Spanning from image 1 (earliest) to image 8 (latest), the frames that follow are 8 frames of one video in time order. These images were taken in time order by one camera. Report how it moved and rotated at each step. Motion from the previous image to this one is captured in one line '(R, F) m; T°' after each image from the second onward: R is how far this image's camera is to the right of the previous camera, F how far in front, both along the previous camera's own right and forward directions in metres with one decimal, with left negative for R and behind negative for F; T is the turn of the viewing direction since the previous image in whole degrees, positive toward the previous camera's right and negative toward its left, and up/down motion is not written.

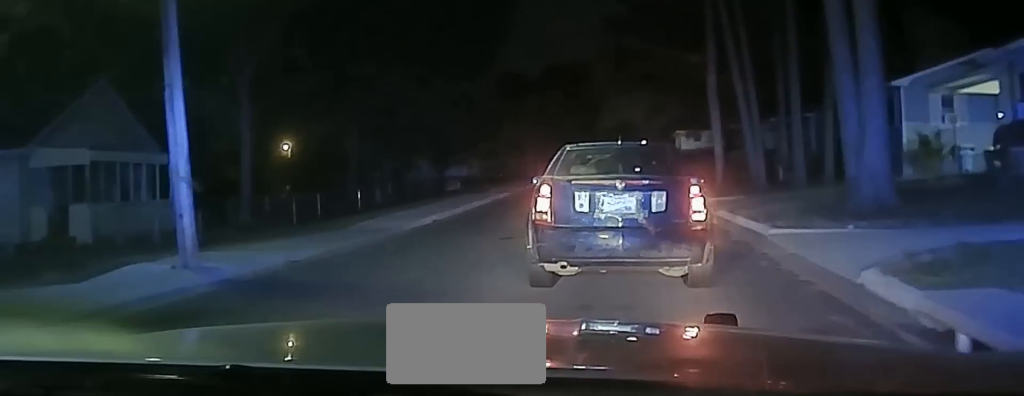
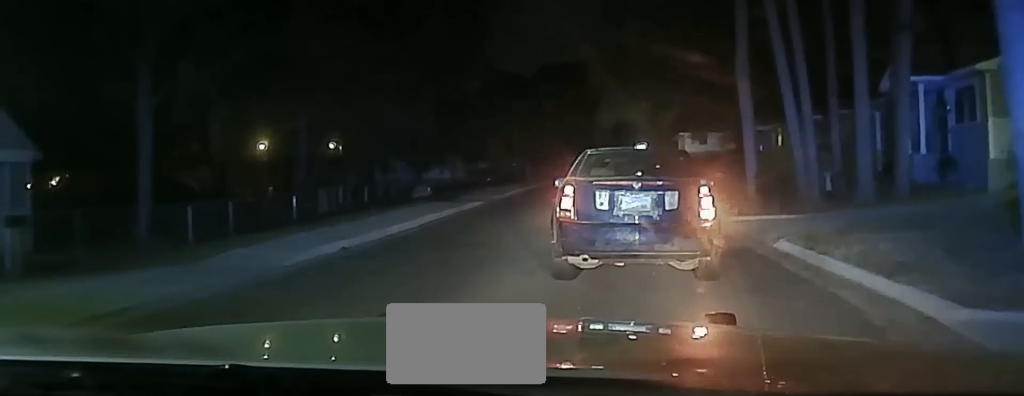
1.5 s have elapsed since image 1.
(-0.1, +8.5) m; +1°
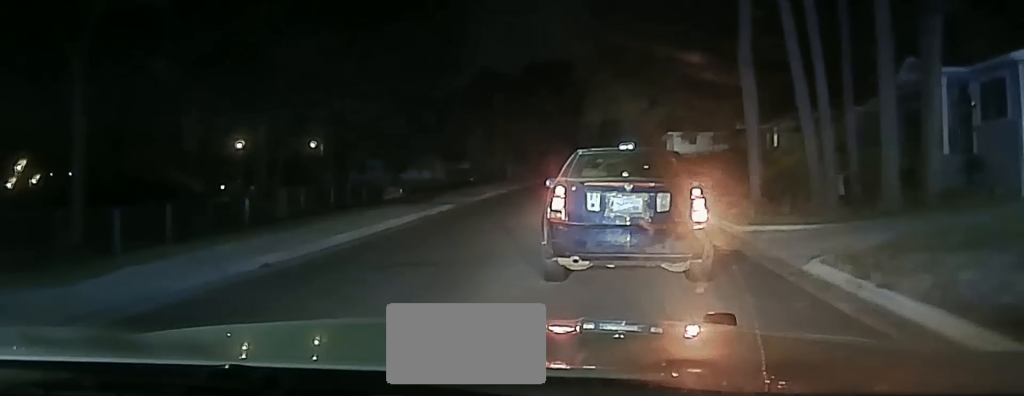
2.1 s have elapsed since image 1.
(+0.1, +3.0) m; 0°
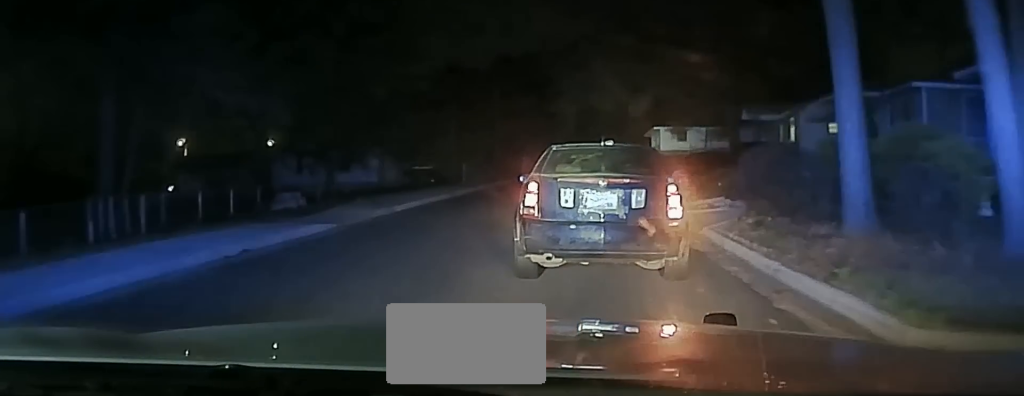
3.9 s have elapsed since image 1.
(-0.1, +9.6) m; 0°
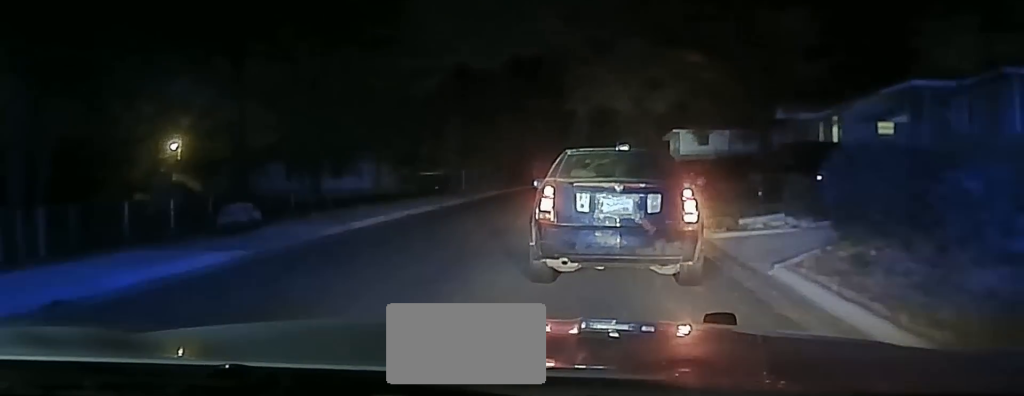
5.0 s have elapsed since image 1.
(0.0, +4.9) m; 0°
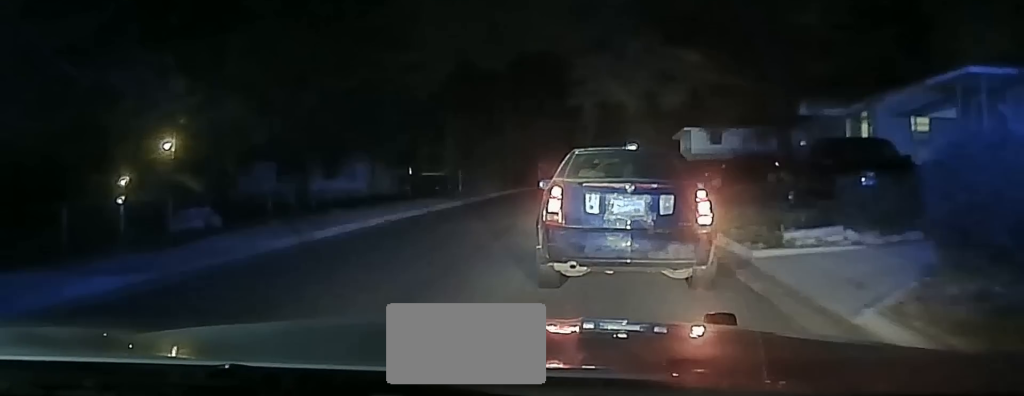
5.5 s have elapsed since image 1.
(0.0, +2.6) m; 0°
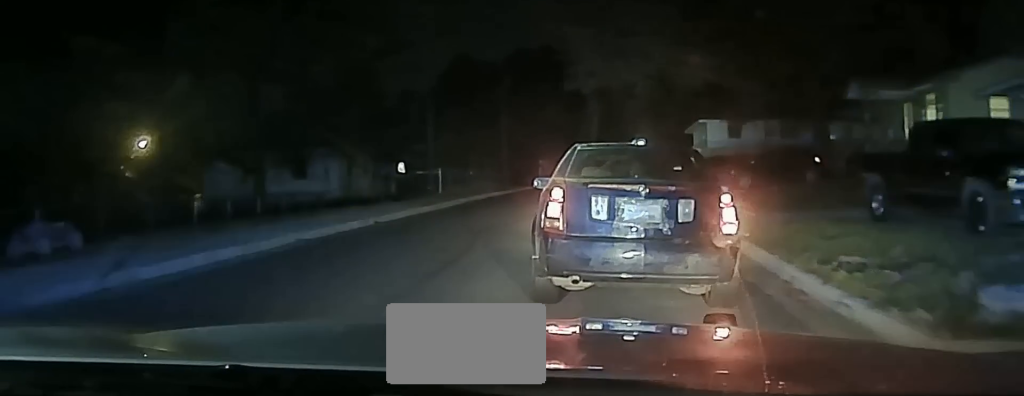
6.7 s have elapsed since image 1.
(0.0, +6.4) m; 0°
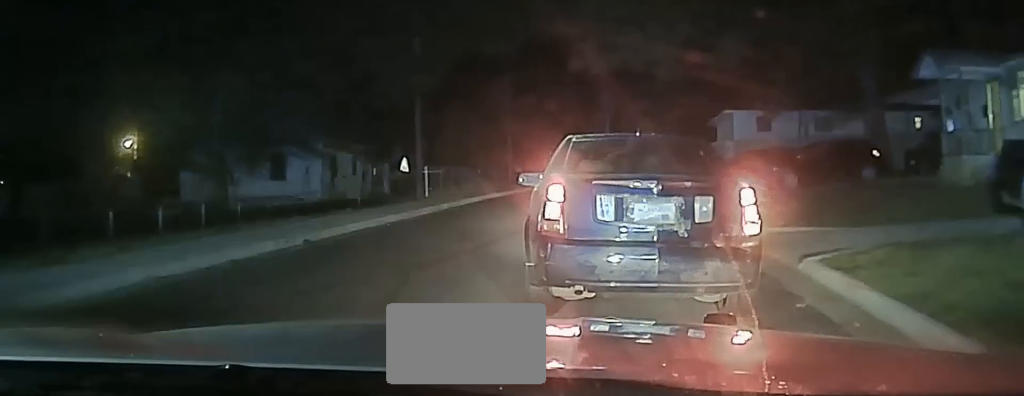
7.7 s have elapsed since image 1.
(0.0, +5.4) m; -2°
